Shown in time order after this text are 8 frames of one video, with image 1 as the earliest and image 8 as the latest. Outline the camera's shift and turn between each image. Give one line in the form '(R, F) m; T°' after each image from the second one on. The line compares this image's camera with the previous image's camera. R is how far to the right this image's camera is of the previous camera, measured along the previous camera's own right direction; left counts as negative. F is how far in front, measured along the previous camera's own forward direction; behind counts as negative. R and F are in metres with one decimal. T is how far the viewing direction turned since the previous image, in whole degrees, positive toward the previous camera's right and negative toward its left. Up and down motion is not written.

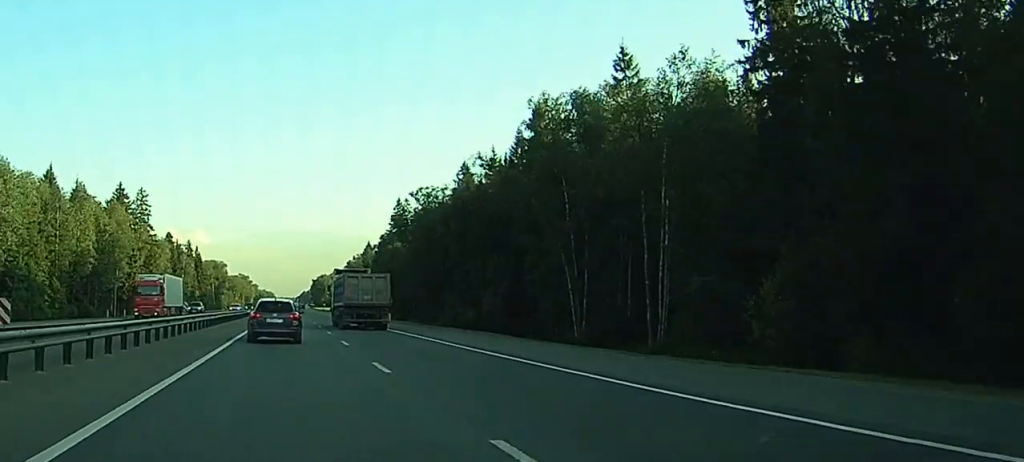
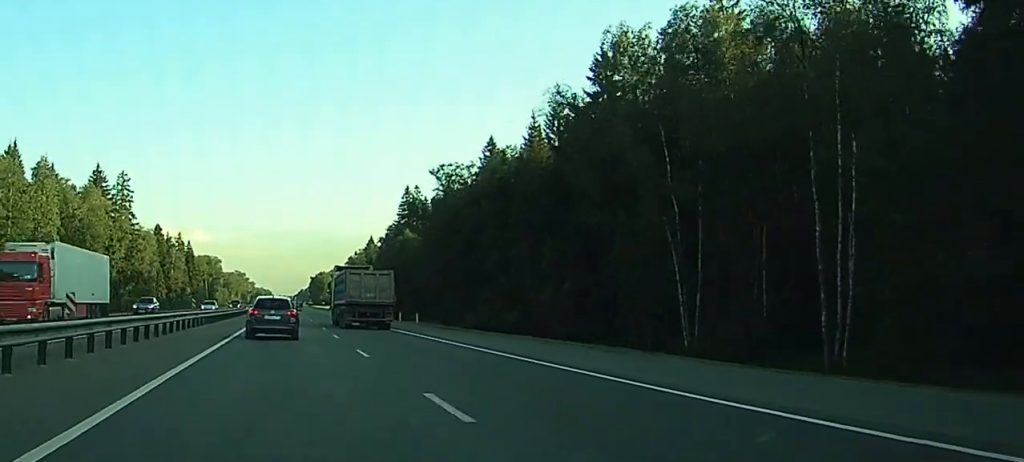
(-0.1, +19.7) m; 0°
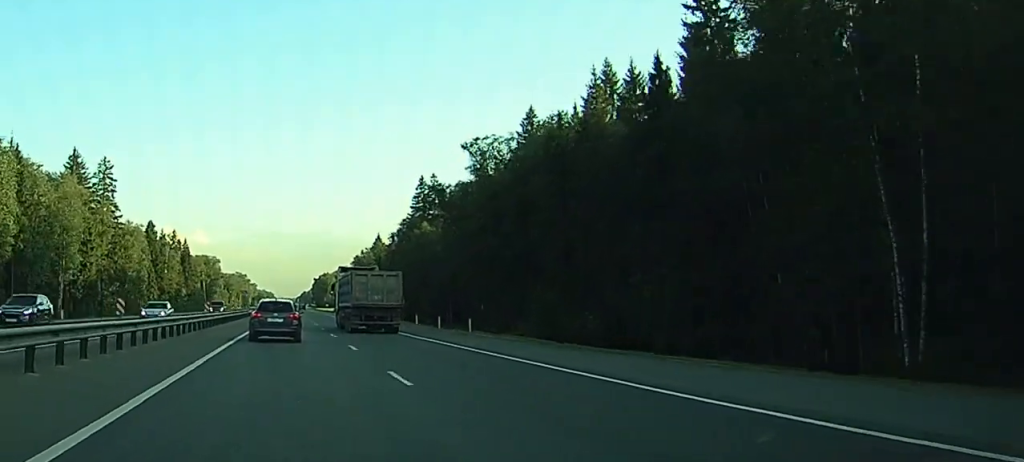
(-0.1, +18.9) m; 0°
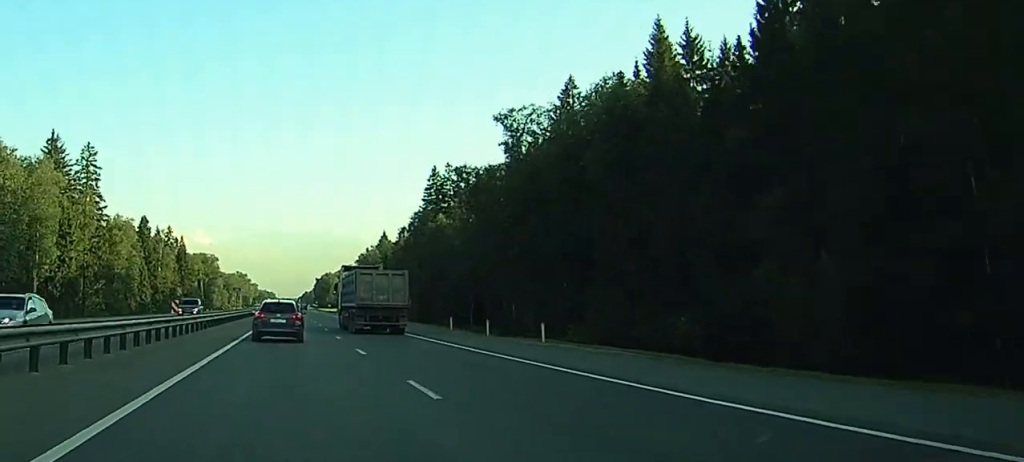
(0.0, +14.1) m; 0°
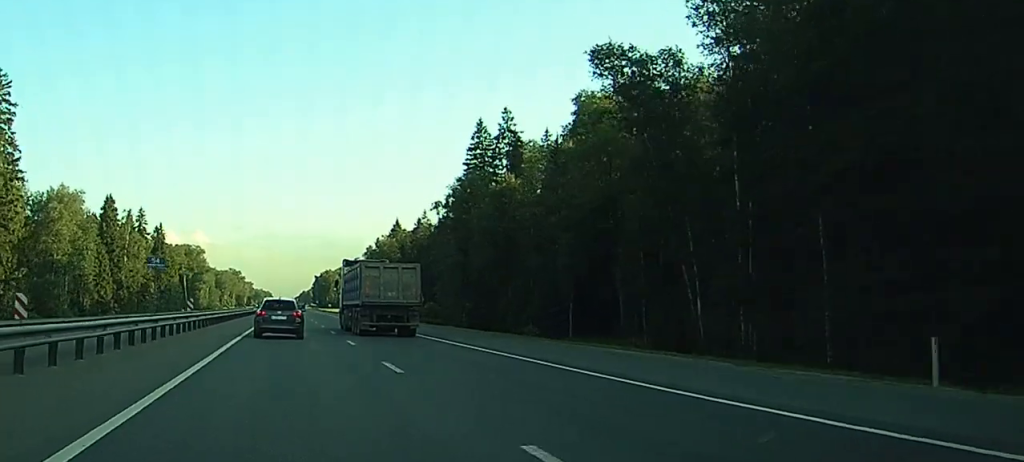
(+0.3, +43.2) m; 0°
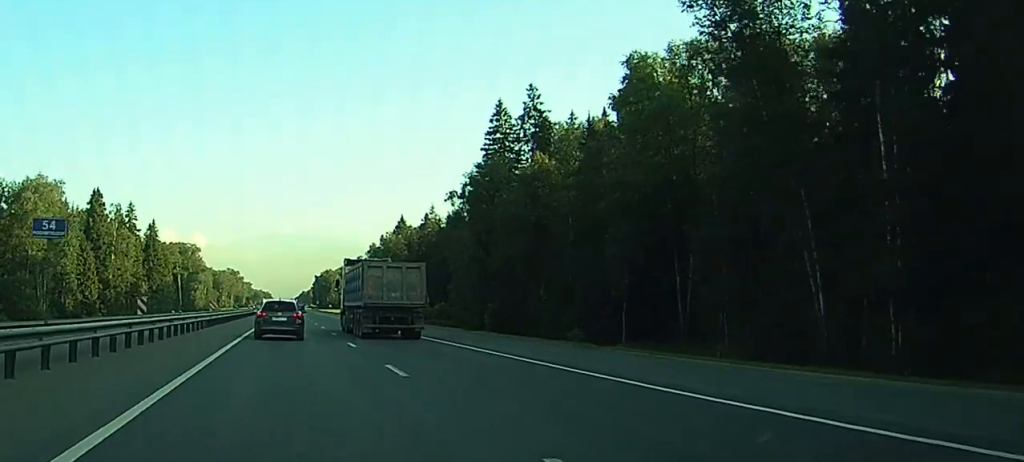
(-0.1, +12.5) m; 0°
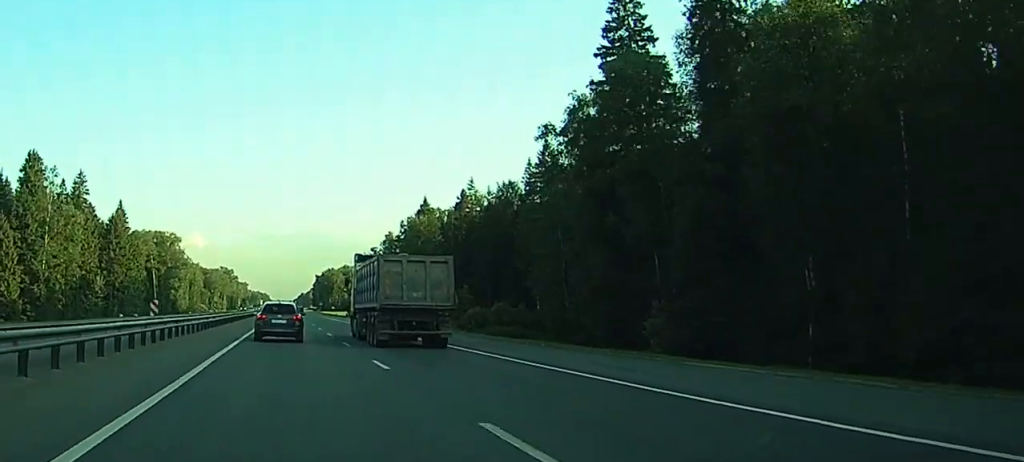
(+0.1, +45.5) m; 0°
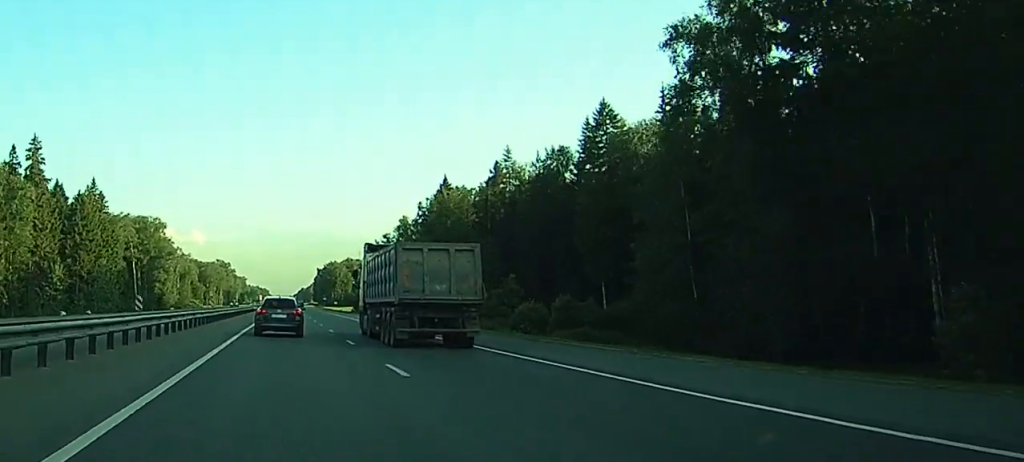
(+0.1, +27.1) m; 0°
